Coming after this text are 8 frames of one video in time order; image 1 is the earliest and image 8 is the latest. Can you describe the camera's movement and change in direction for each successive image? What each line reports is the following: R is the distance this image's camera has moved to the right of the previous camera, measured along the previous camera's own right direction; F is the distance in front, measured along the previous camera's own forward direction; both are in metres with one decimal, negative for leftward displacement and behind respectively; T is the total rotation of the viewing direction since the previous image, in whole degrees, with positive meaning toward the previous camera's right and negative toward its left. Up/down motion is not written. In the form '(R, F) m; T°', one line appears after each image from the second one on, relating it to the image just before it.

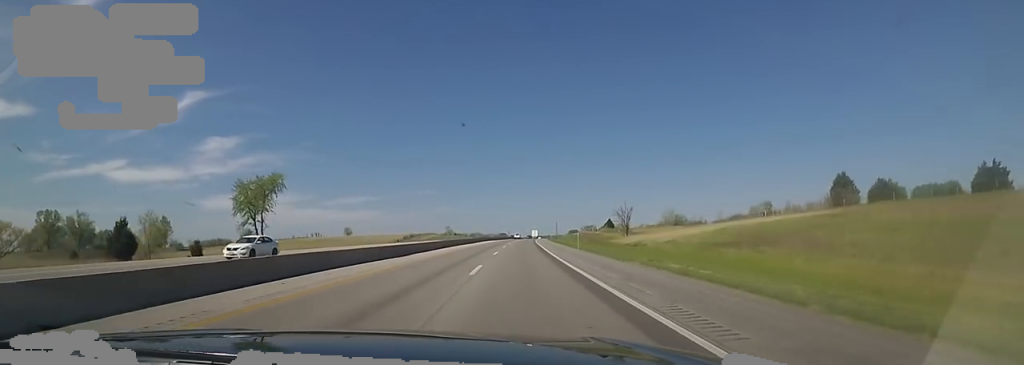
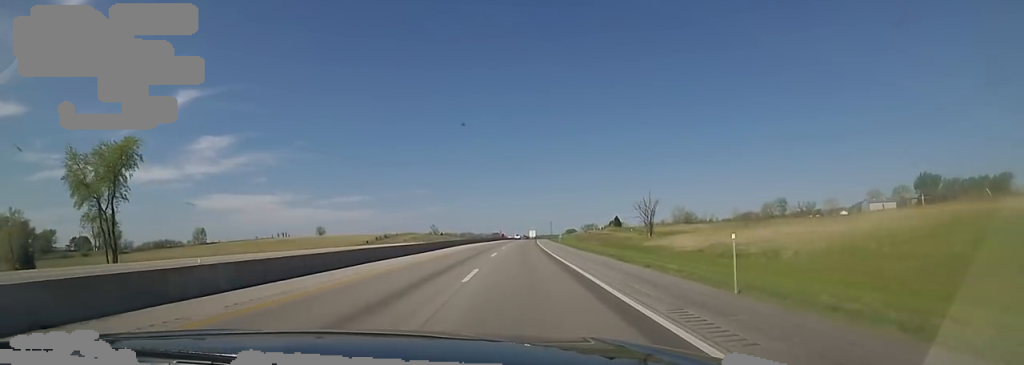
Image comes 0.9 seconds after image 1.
(-1.2, +33.3) m; +1°
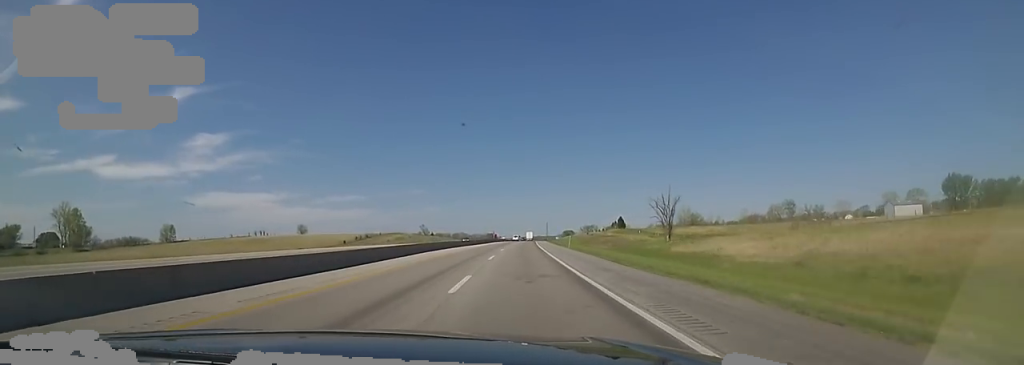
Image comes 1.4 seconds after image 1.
(+0.5, +17.4) m; +1°
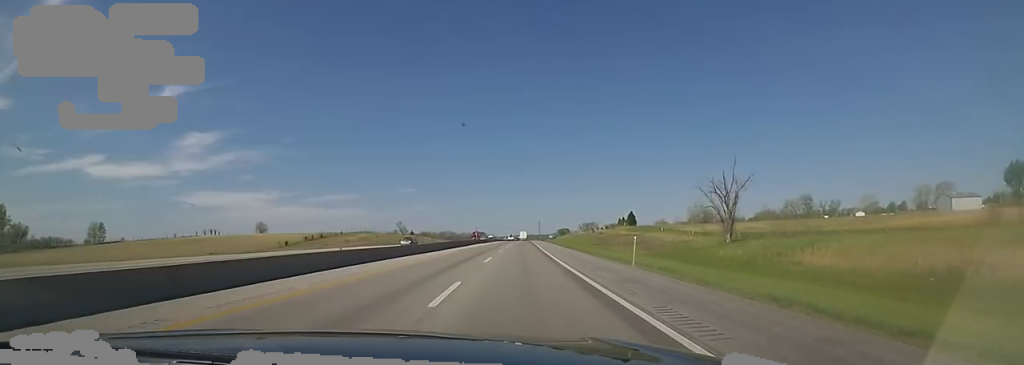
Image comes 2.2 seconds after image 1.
(+1.0, +32.5) m; +2°
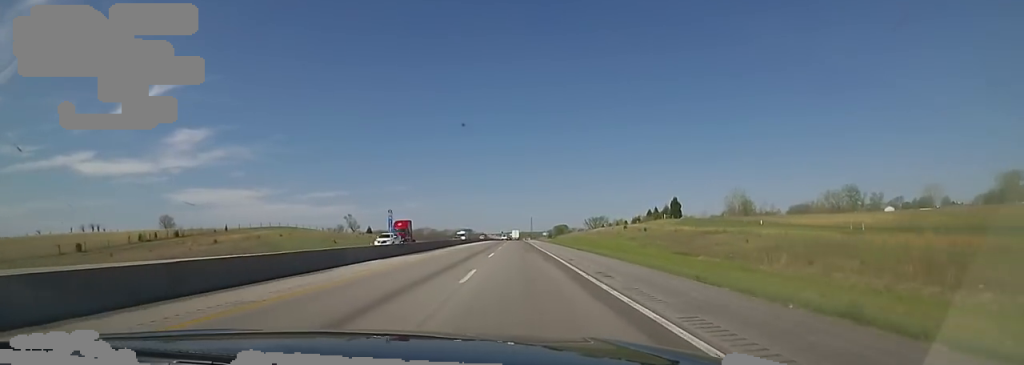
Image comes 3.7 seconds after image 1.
(0.0, +56.3) m; 0°
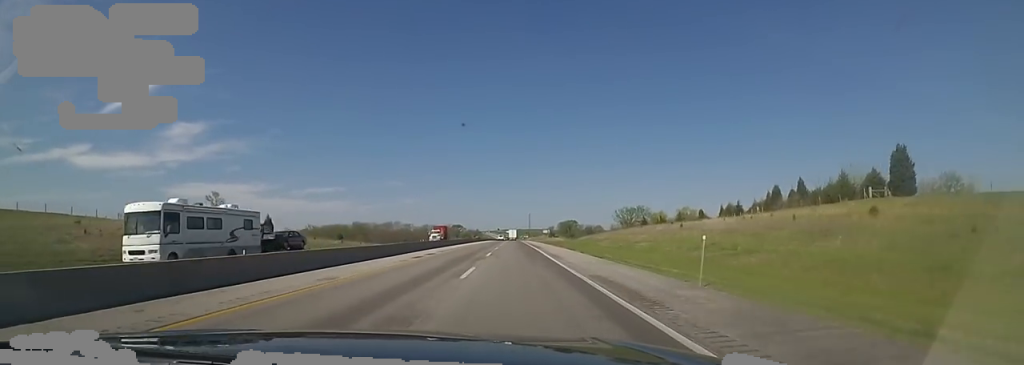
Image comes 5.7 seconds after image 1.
(-0.2, +74.6) m; 0°
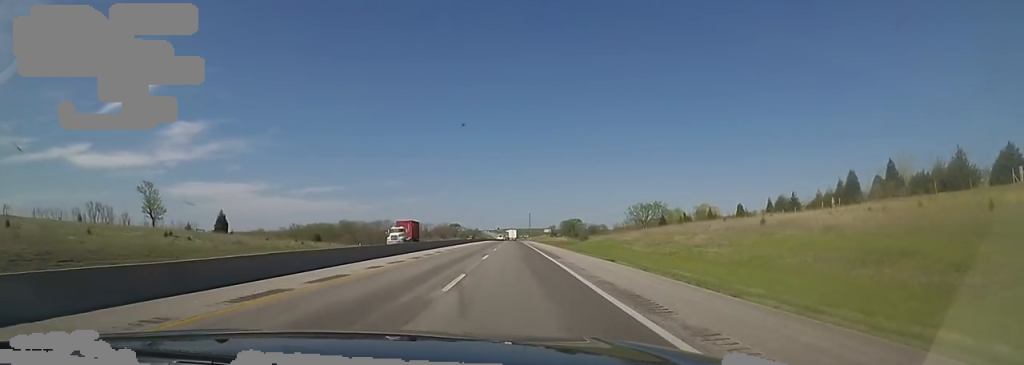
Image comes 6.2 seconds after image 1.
(+0.1, +18.7) m; 0°
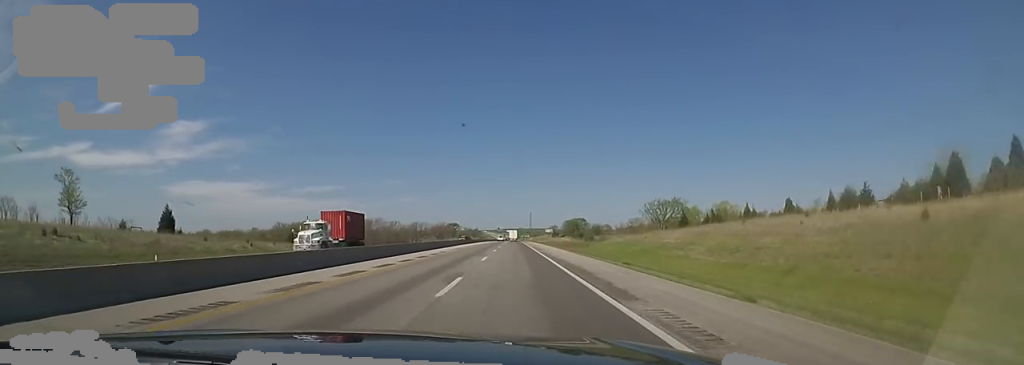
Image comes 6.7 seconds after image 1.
(0.0, +16.2) m; 0°
